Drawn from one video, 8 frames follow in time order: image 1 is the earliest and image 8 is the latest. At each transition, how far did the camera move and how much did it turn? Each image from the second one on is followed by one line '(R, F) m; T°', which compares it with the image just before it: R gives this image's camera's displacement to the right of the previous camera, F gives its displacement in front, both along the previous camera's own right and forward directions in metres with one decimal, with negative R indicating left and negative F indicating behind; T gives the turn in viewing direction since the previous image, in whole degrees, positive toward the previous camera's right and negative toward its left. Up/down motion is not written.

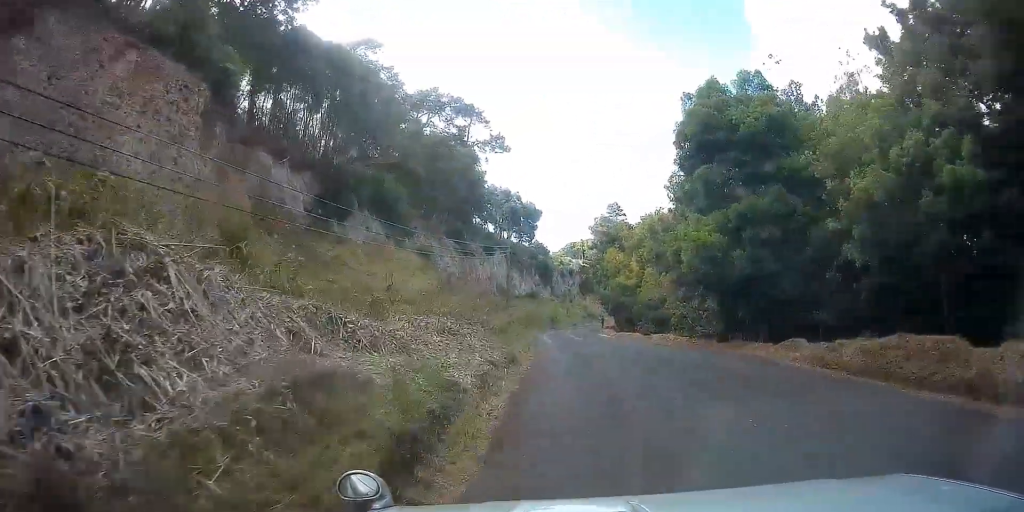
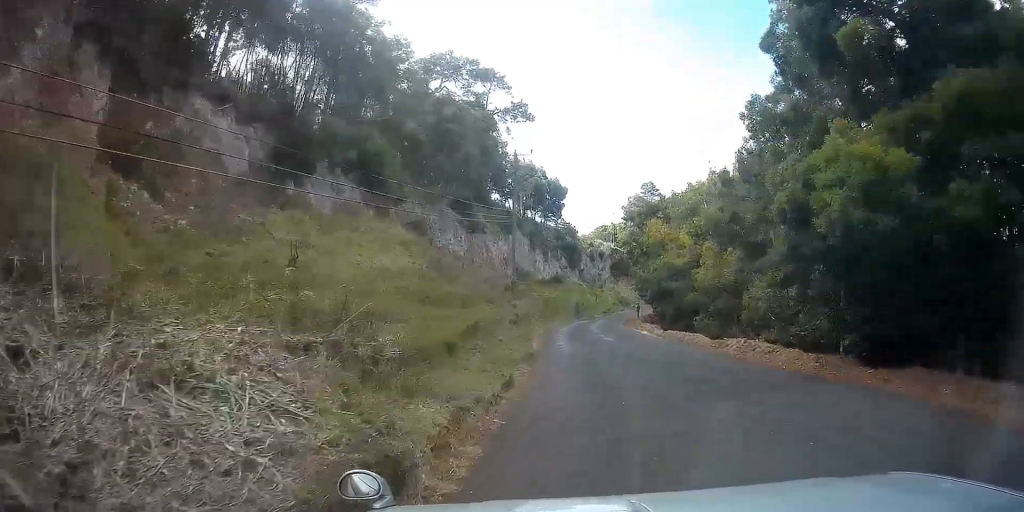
(-0.3, +11.9) m; 0°
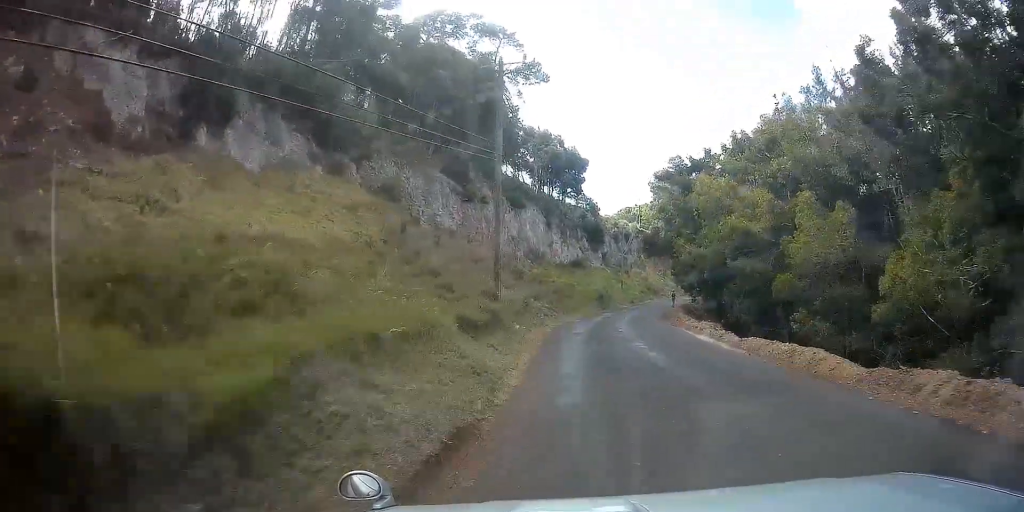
(+0.2, +10.9) m; +3°
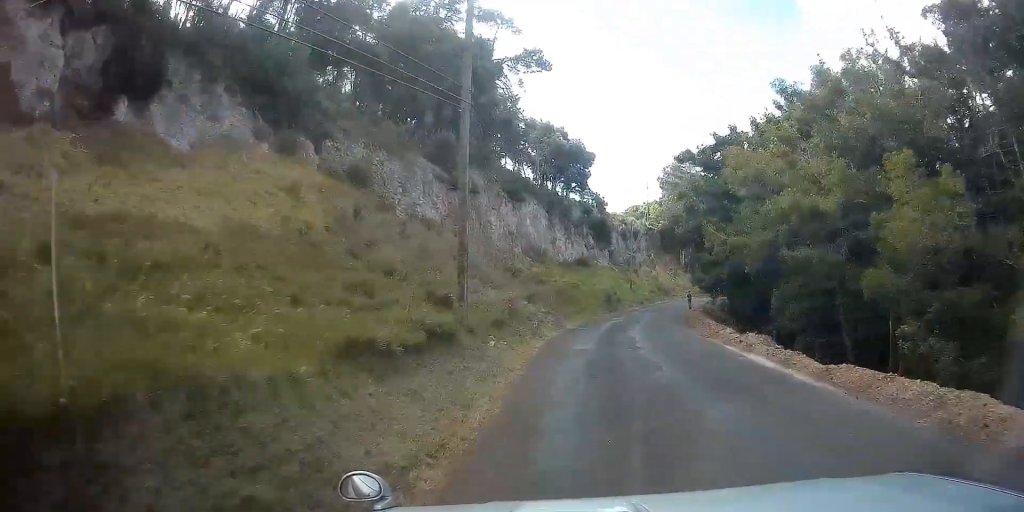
(+0.2, +6.2) m; 0°
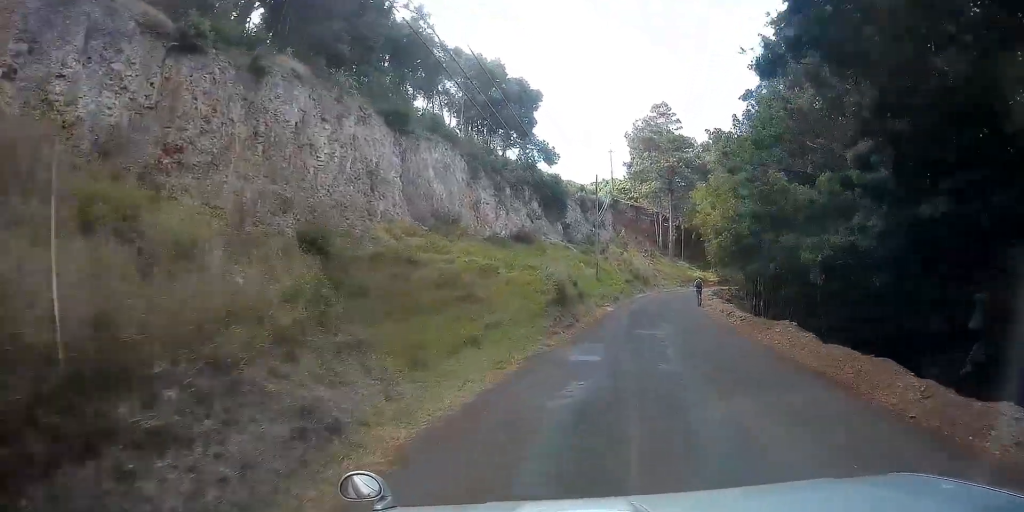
(-1.0, +24.4) m; -3°
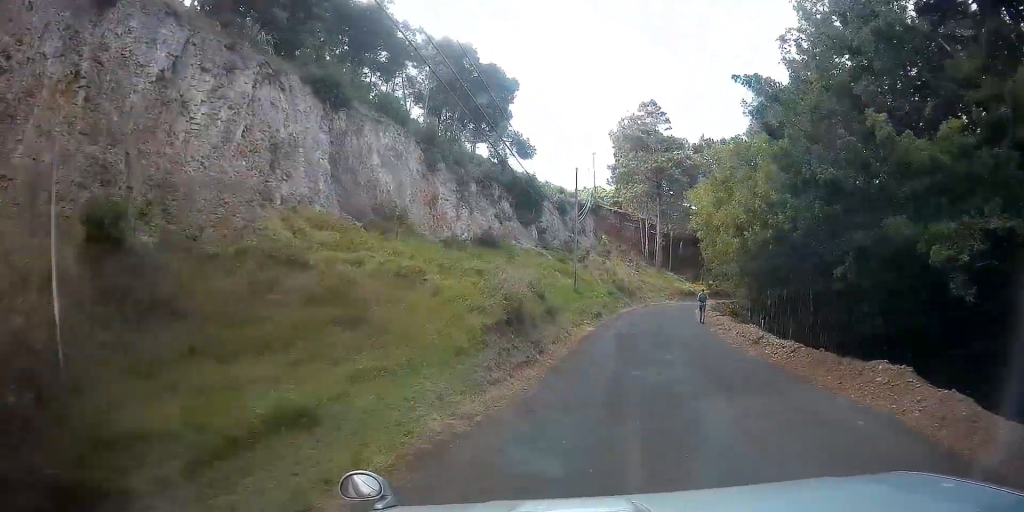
(0.0, +7.1) m; +1°
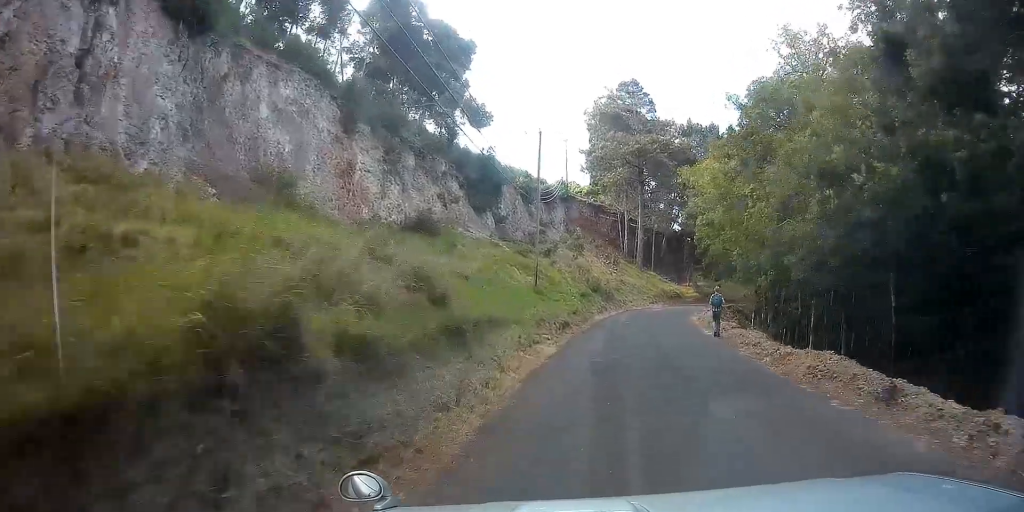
(+0.3, +9.5) m; +2°
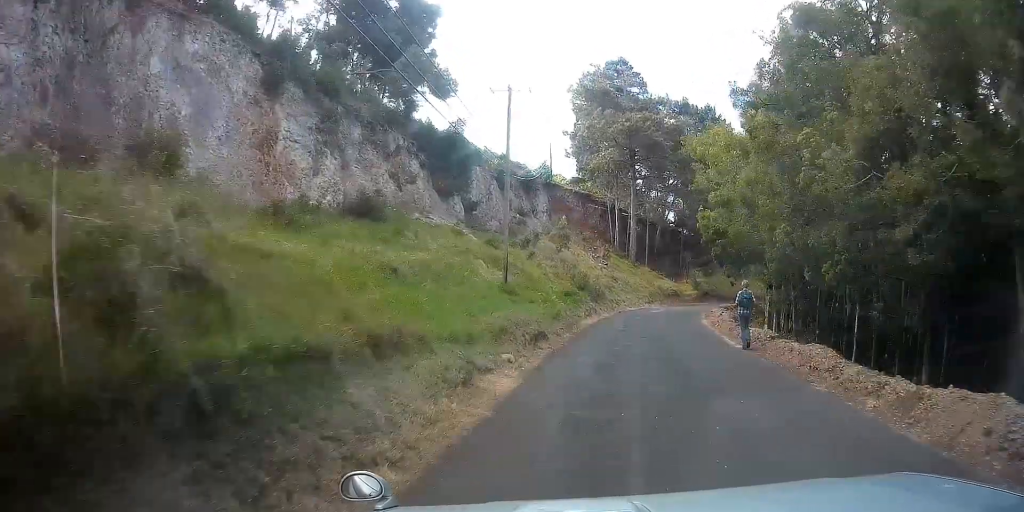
(0.0, +6.2) m; +1°
